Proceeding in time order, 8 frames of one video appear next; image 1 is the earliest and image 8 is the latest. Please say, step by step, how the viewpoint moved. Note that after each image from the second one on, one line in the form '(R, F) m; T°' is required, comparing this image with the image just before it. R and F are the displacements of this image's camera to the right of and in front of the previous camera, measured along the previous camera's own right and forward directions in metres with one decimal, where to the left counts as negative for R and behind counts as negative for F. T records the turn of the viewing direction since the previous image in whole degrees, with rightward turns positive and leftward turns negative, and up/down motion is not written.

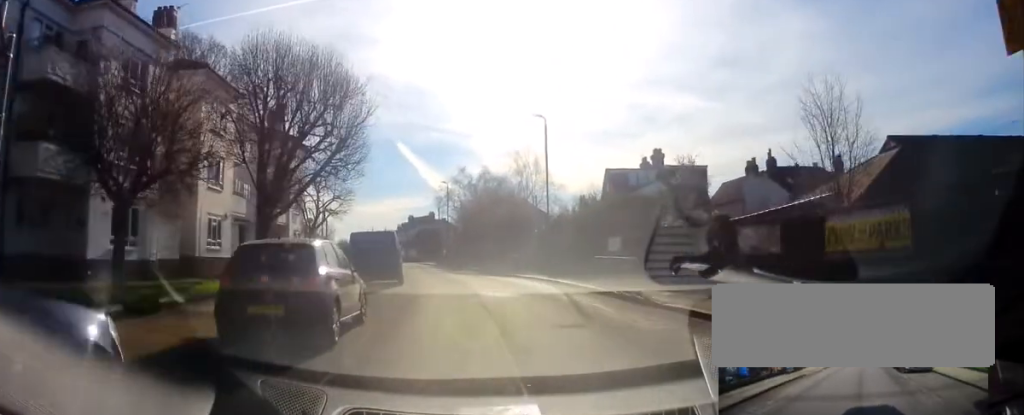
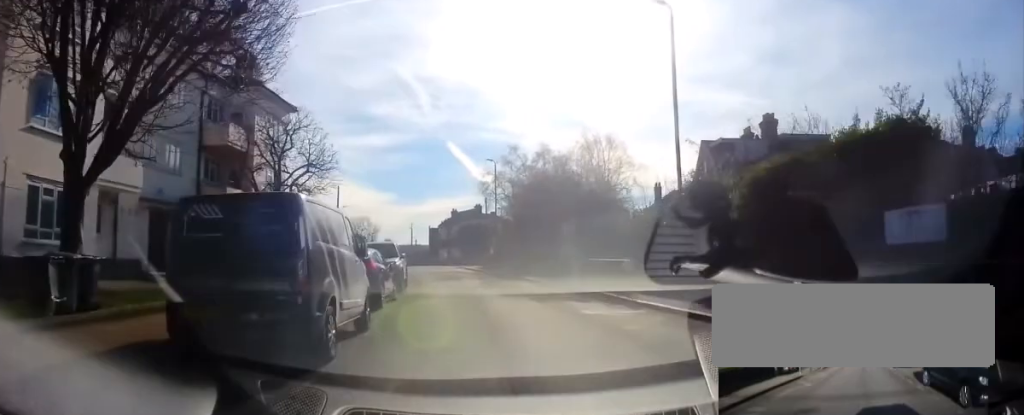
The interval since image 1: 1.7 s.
(-0.5, +15.9) m; -6°
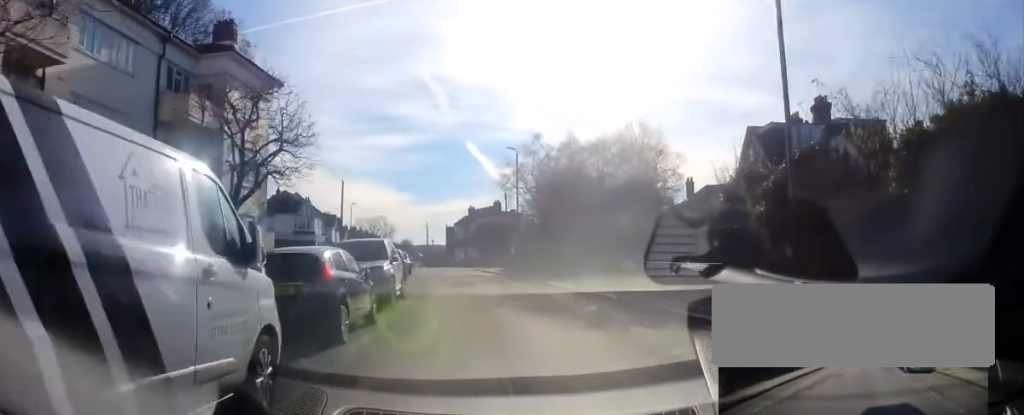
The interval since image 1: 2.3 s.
(-0.2, +5.4) m; -1°
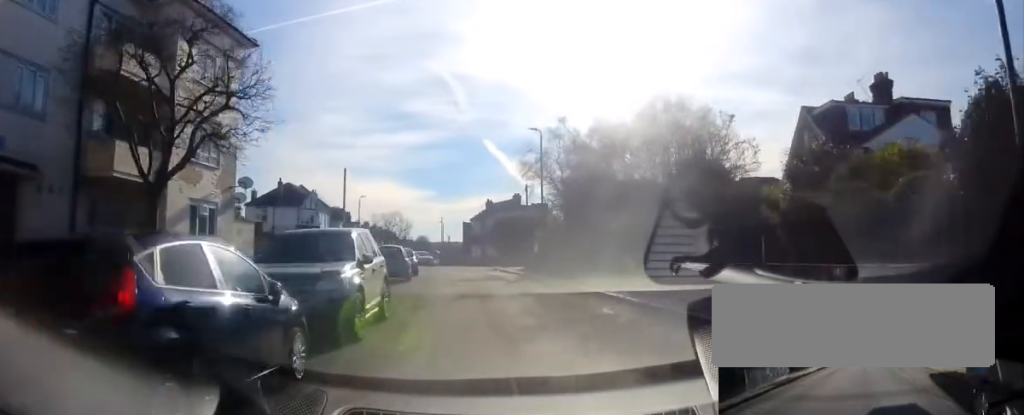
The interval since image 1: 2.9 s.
(-0.2, +5.4) m; 0°
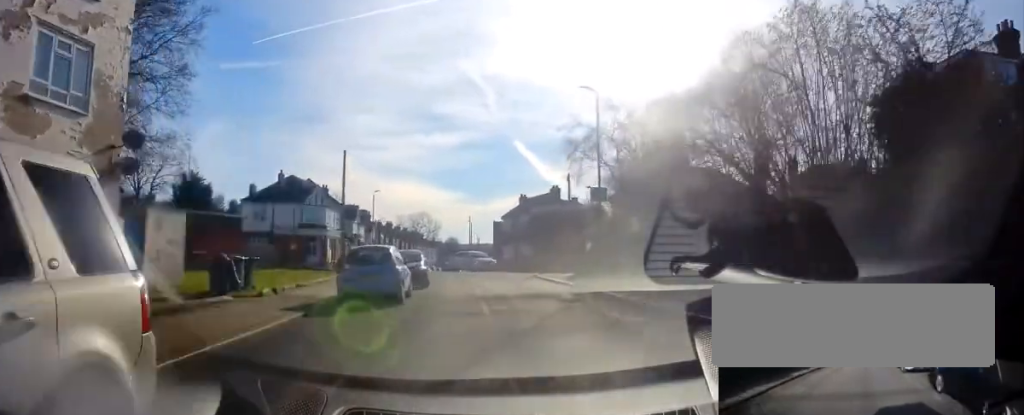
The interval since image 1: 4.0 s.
(+0.3, +9.5) m; -2°
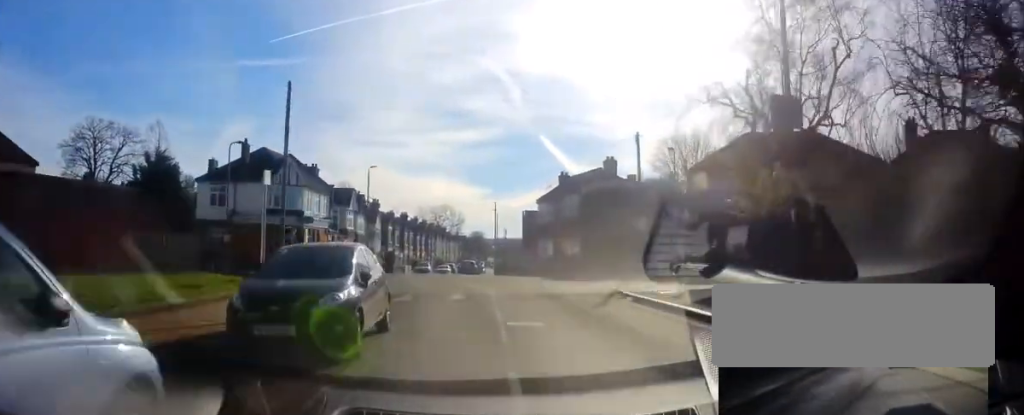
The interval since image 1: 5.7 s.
(-1.3, +15.5) m; -4°
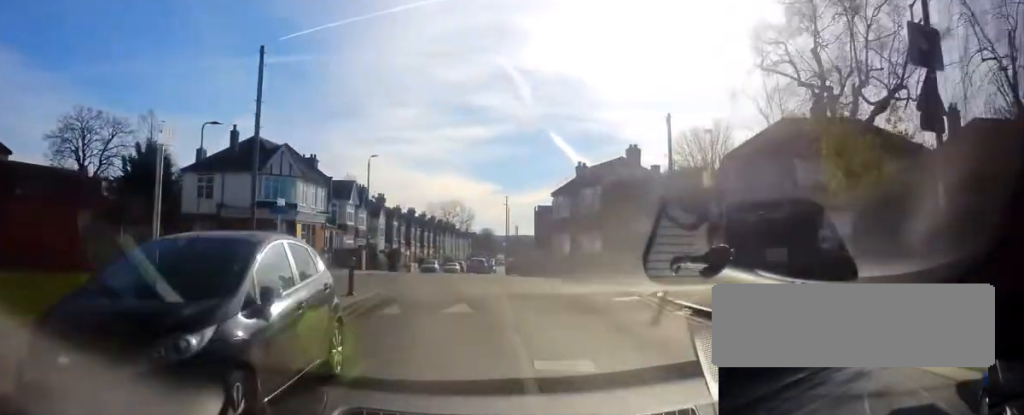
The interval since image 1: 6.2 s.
(0.0, +4.1) m; 0°
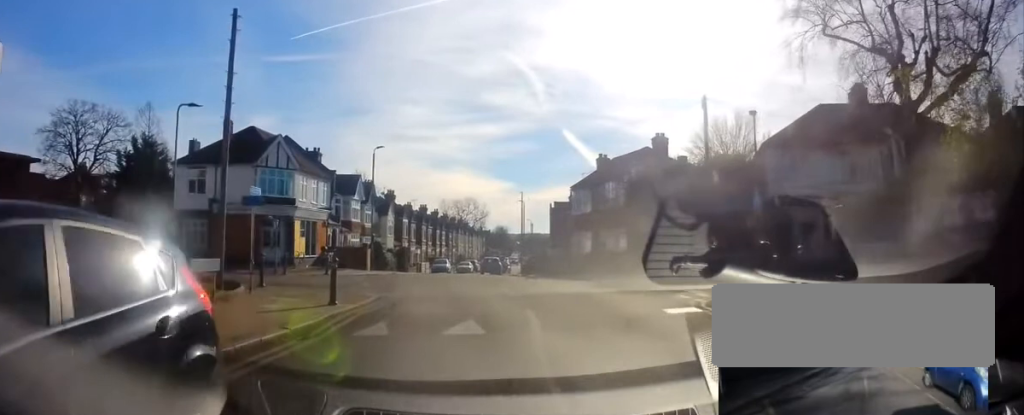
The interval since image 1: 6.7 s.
(+0.2, +3.6) m; 0°
